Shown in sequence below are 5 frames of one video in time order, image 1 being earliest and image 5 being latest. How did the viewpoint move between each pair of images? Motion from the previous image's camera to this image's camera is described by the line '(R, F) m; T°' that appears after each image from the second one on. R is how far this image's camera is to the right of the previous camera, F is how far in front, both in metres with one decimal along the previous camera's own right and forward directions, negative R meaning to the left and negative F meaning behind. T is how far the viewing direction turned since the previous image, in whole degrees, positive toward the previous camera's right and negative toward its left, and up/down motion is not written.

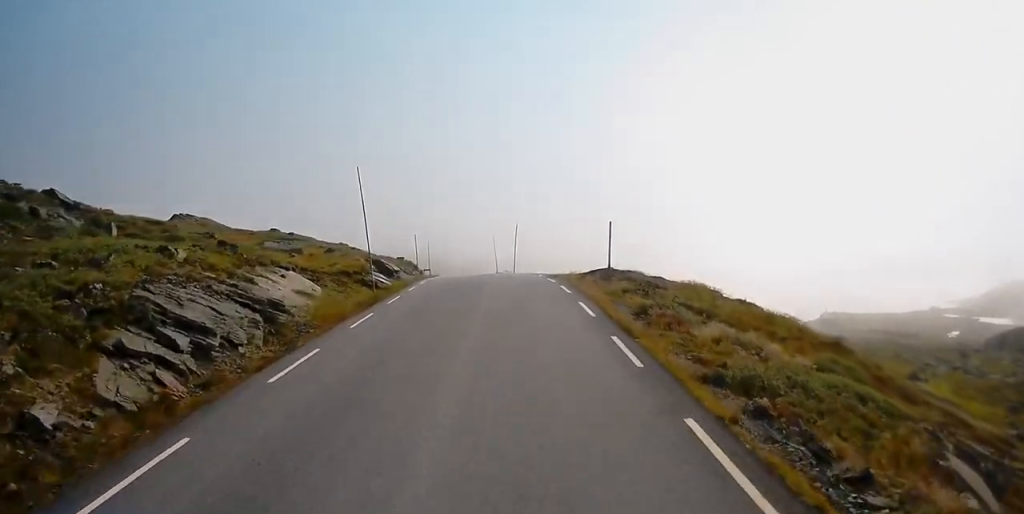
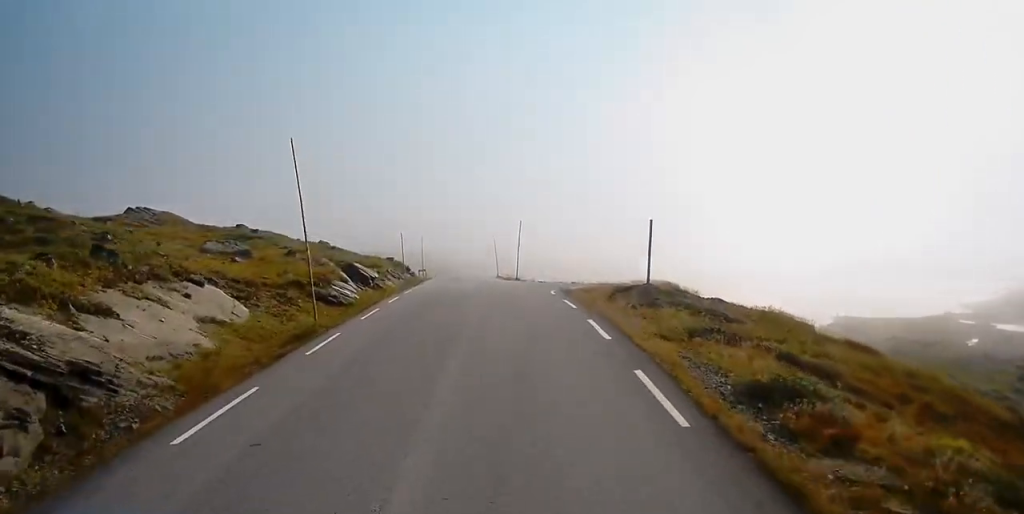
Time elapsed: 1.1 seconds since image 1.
(+0.1, +9.5) m; +4°
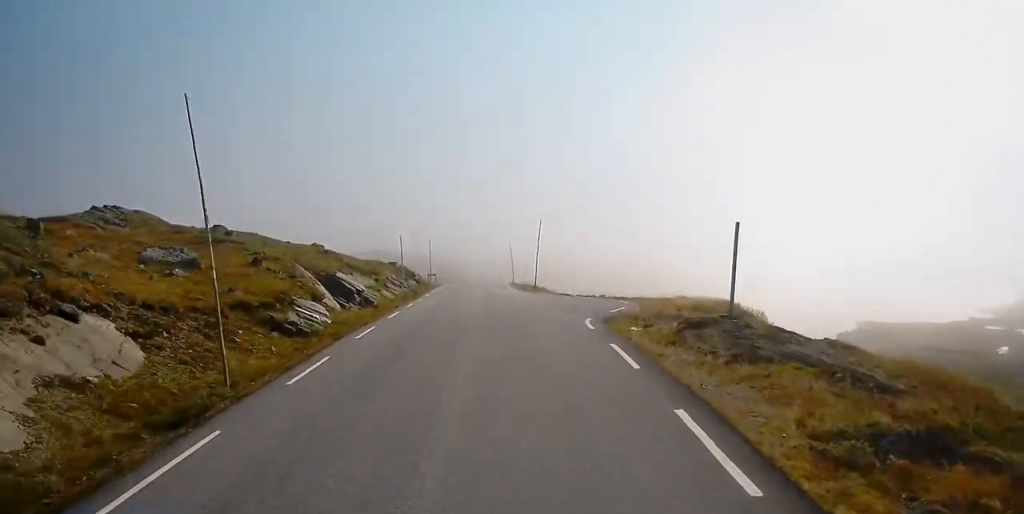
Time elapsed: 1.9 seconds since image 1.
(+0.5, +8.0) m; 0°
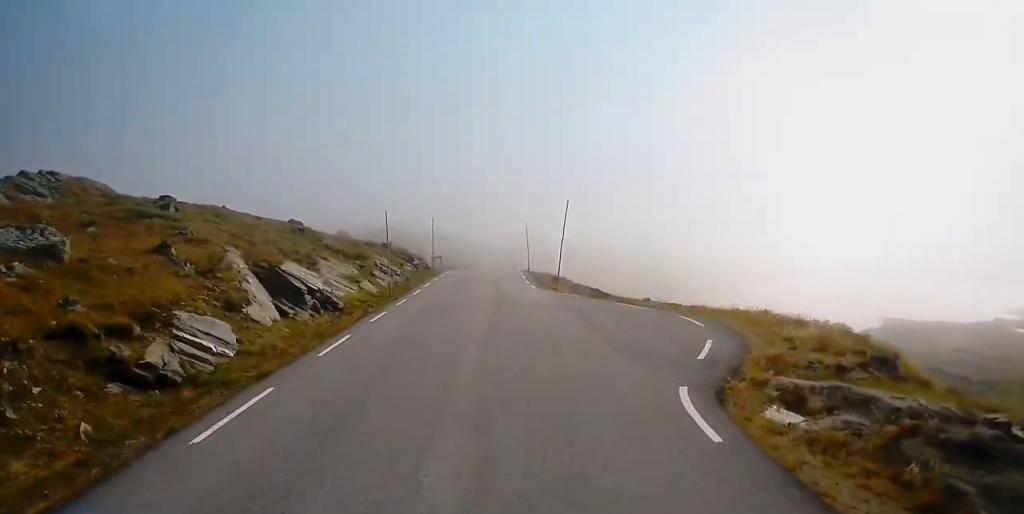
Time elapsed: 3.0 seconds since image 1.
(-0.6, +10.3) m; -6°
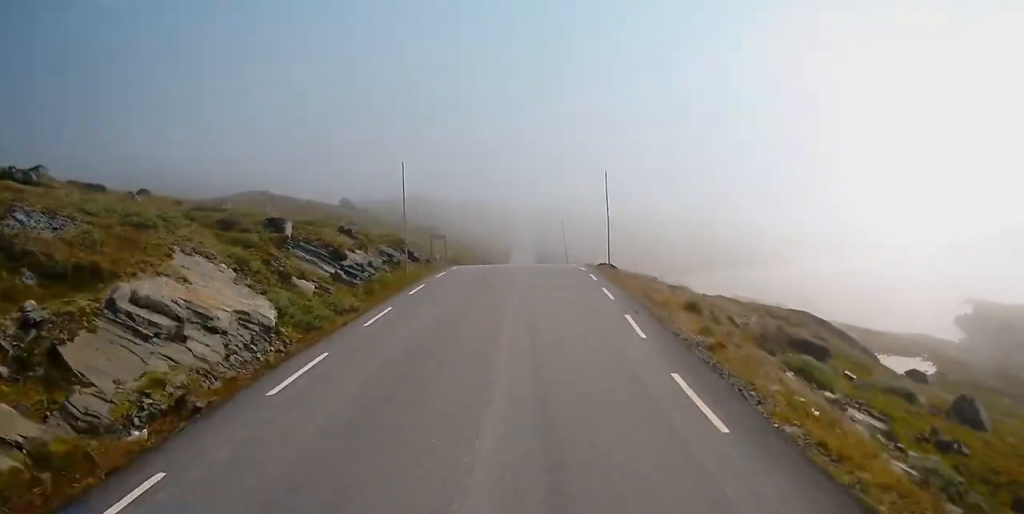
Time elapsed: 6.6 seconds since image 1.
(+1.0, +34.7) m; +1°
